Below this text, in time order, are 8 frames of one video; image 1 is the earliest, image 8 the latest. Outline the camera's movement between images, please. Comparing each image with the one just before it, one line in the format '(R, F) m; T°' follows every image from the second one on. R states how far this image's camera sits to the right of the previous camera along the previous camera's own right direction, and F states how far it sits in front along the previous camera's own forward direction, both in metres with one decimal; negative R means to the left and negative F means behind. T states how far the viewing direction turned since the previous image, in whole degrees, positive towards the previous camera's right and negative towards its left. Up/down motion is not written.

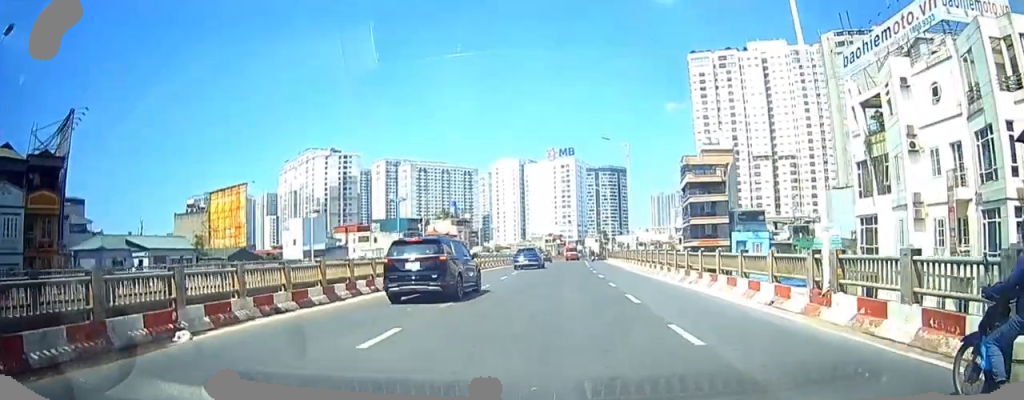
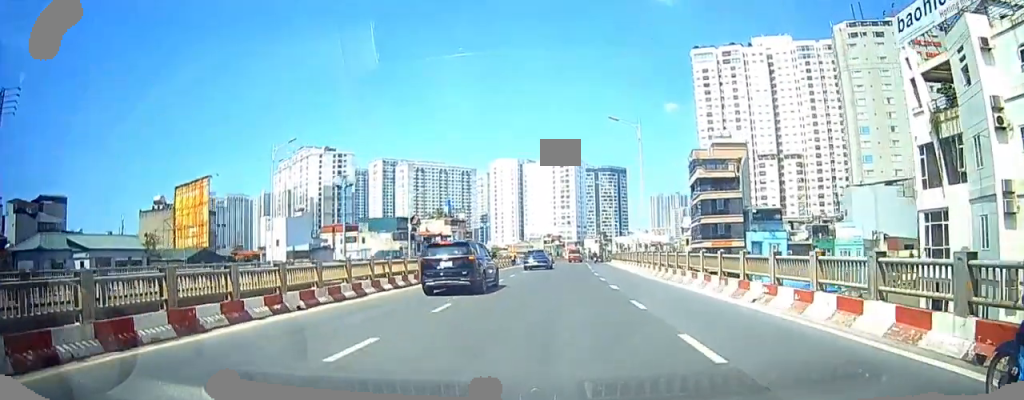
(0.0, +7.2) m; 0°
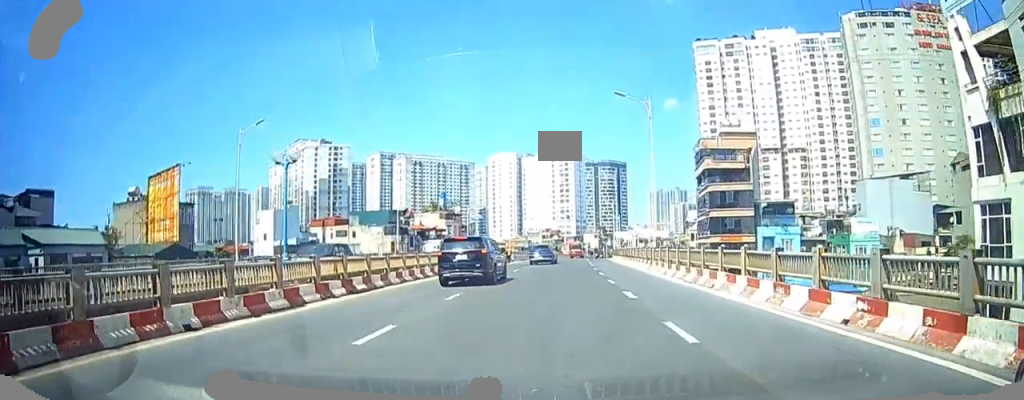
(0.0, +4.8) m; -1°
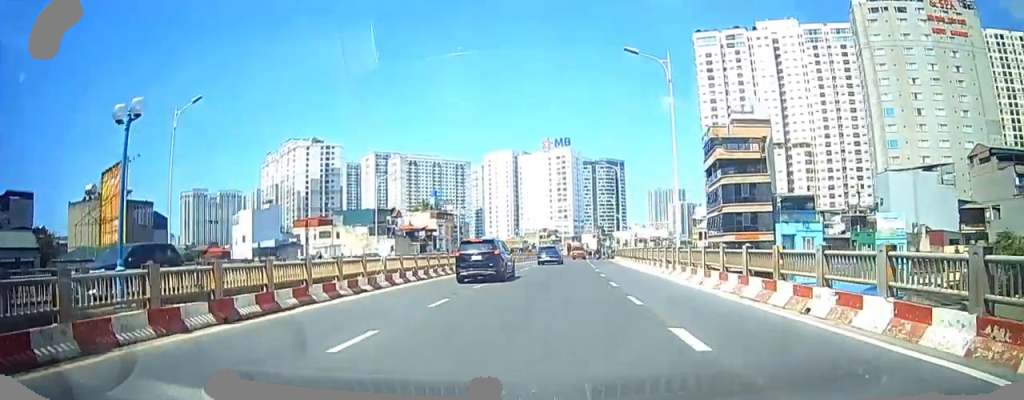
(0.0, +7.2) m; -1°
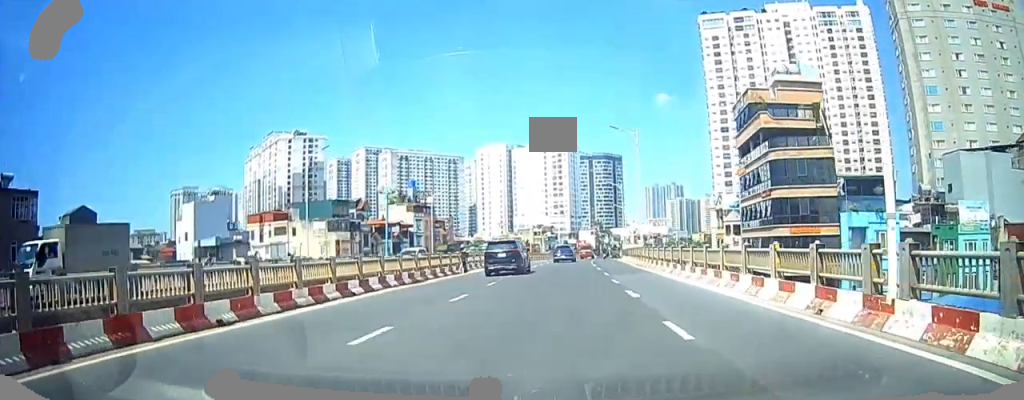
(-0.1, +16.9) m; 0°
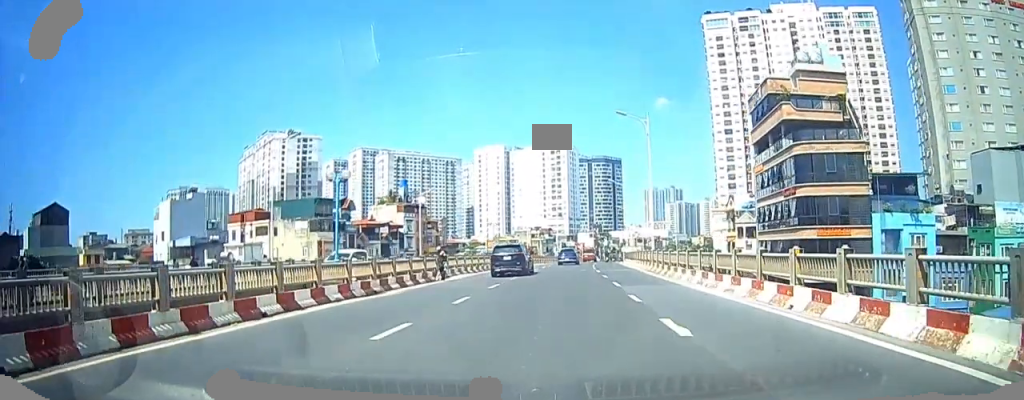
(0.0, +5.8) m; +1°
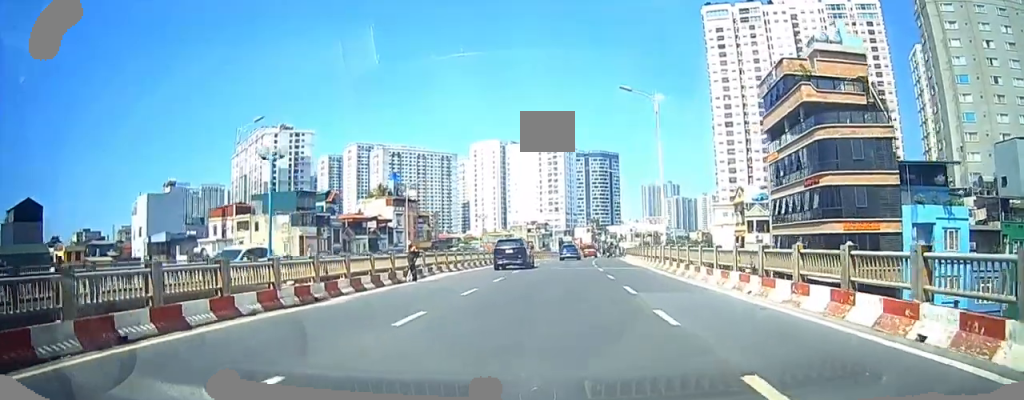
(0.0, +5.4) m; +1°
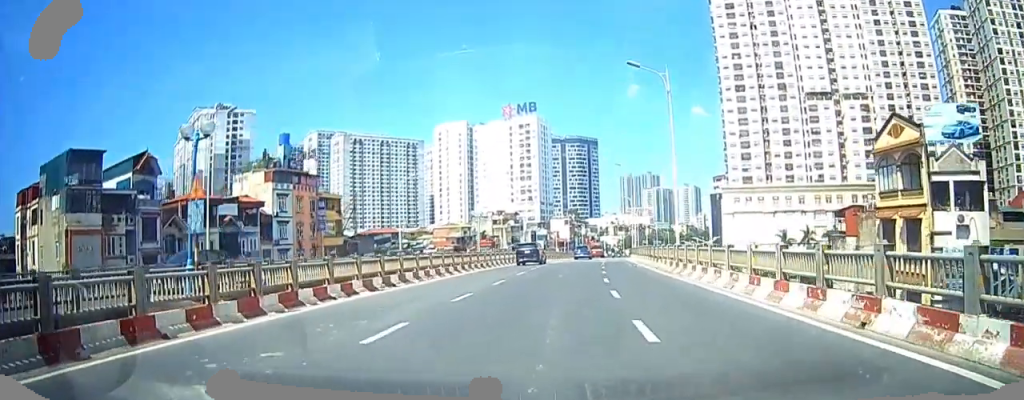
(+1.5, +39.2) m; +3°
